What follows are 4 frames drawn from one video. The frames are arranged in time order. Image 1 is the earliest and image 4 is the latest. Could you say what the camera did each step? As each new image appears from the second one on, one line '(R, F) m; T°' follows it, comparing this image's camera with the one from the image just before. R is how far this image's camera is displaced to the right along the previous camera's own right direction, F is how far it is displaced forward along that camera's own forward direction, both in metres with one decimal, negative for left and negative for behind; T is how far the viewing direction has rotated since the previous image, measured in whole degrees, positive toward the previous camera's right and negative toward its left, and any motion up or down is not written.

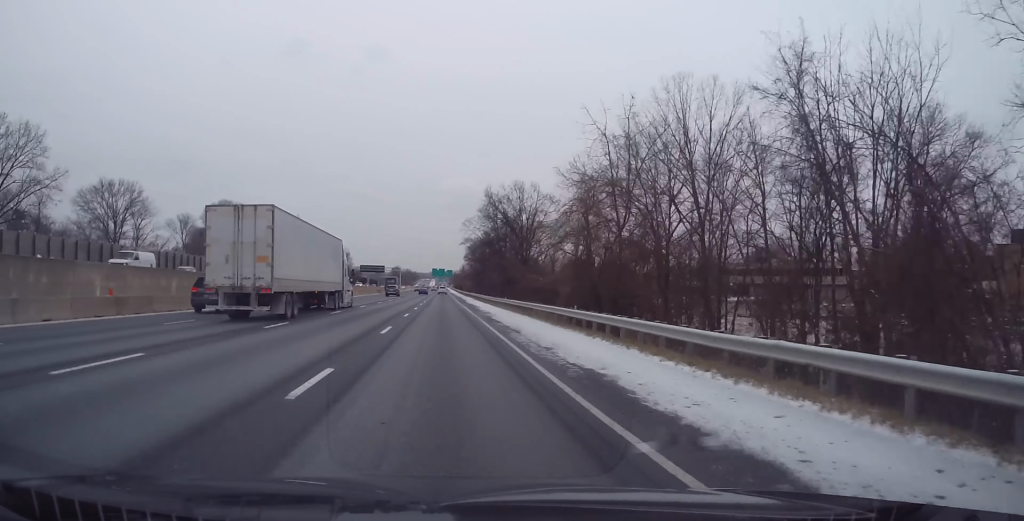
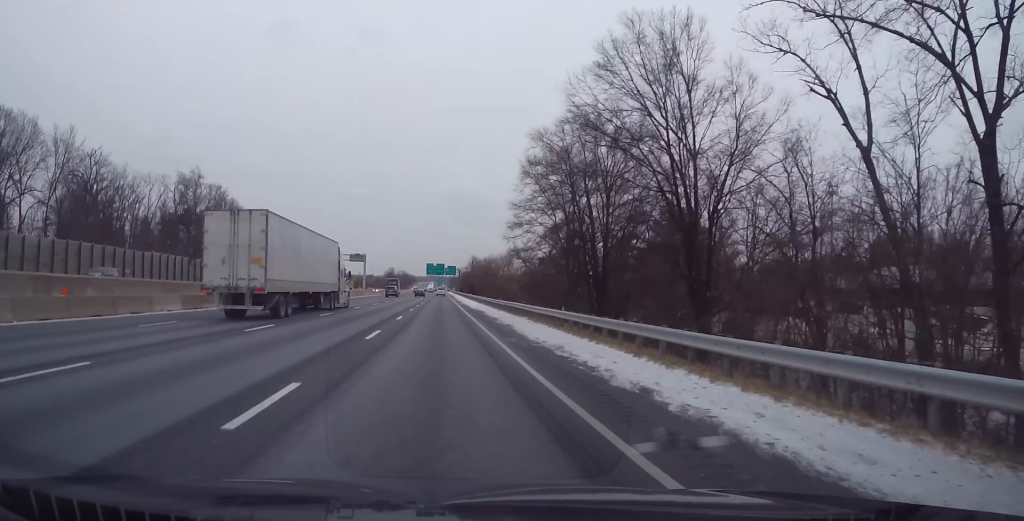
(0.0, +119.7) m; 0°
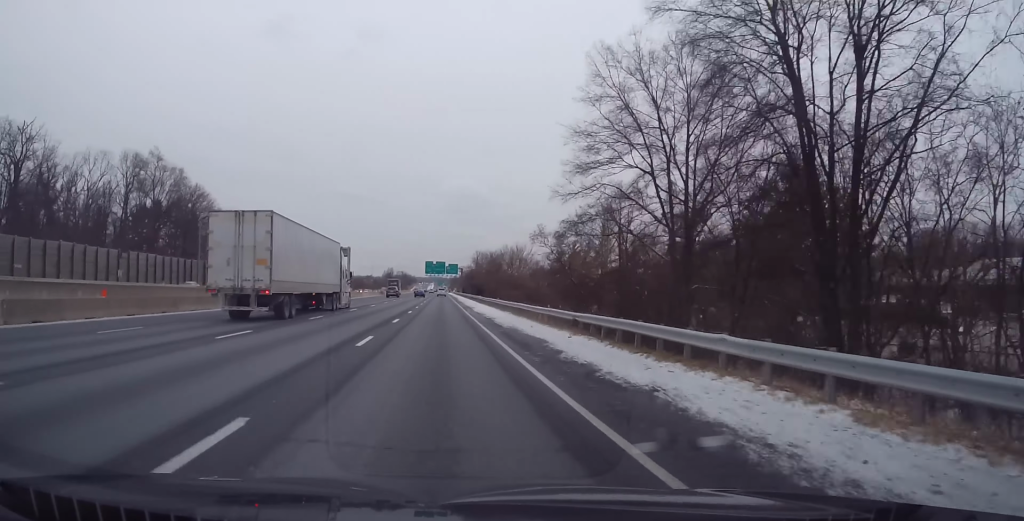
(0.0, +26.1) m; 0°
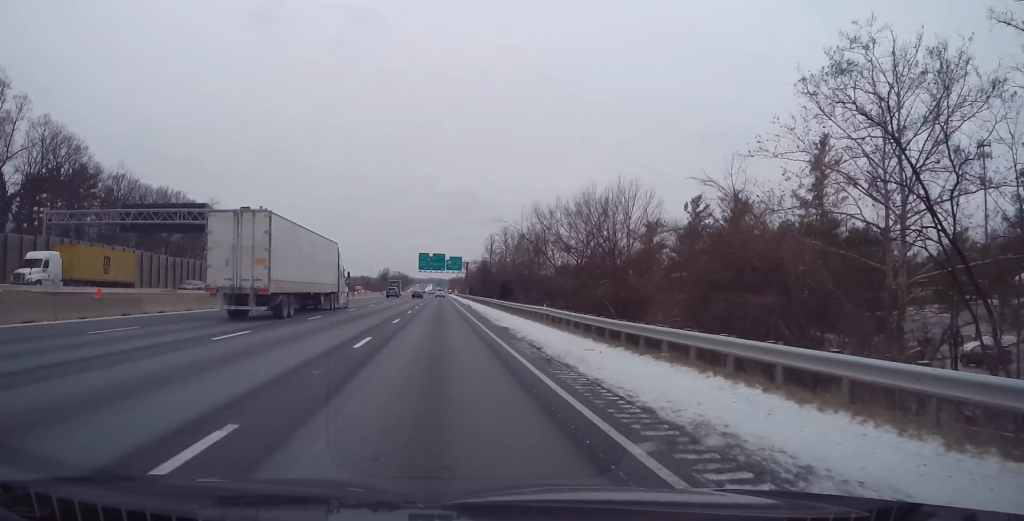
(0.0, +58.8) m; 0°
